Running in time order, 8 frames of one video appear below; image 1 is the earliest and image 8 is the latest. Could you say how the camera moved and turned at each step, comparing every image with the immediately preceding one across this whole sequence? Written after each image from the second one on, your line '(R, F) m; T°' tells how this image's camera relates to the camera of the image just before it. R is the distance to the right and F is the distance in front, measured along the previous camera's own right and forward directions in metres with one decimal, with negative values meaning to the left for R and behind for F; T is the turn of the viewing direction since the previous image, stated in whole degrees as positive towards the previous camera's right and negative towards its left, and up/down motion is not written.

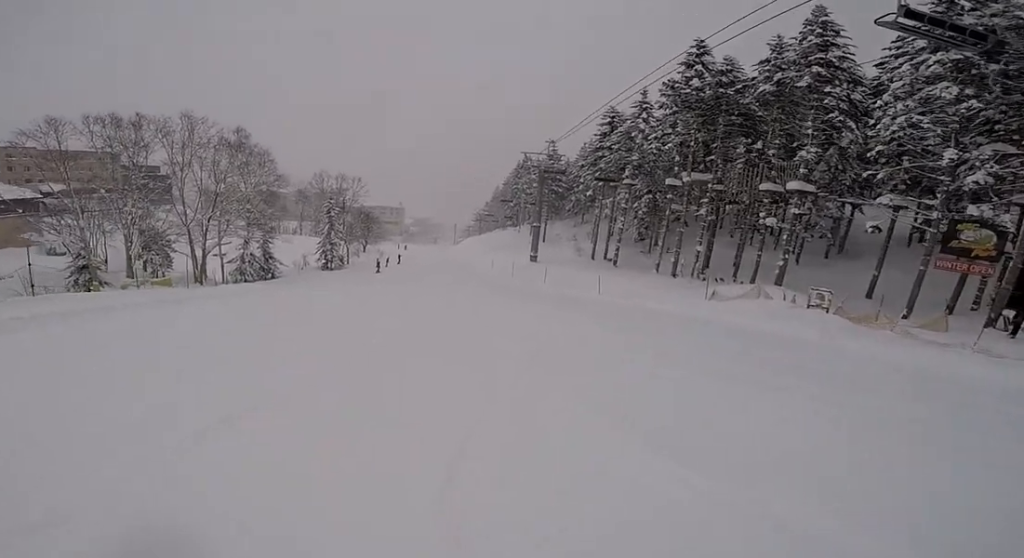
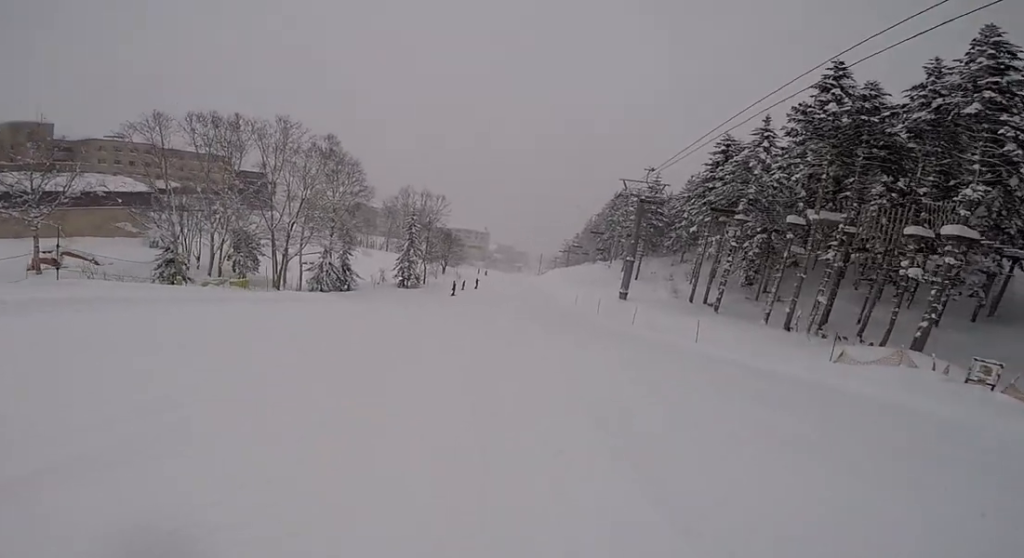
(0.0, +2.3) m; -11°
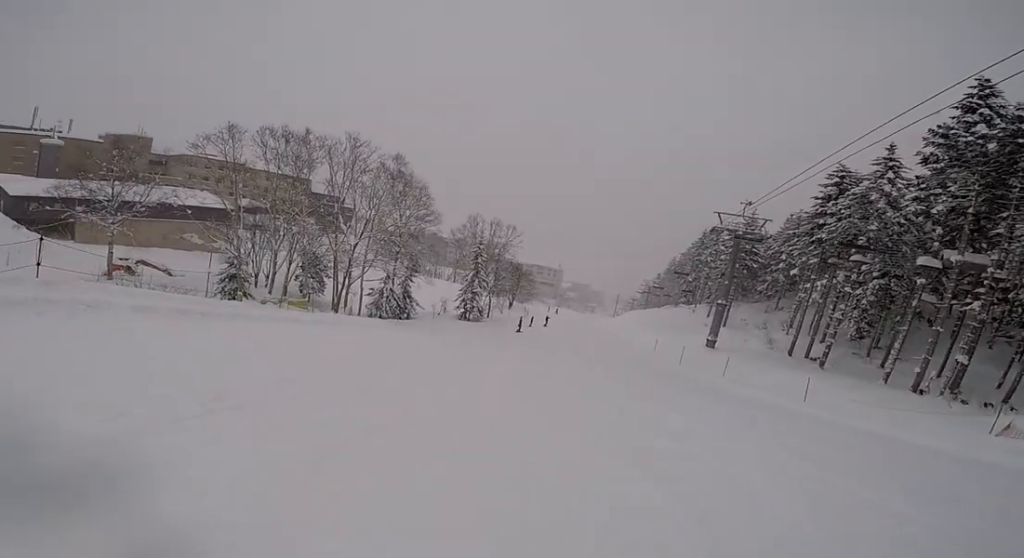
(-0.5, +2.8) m; -4°
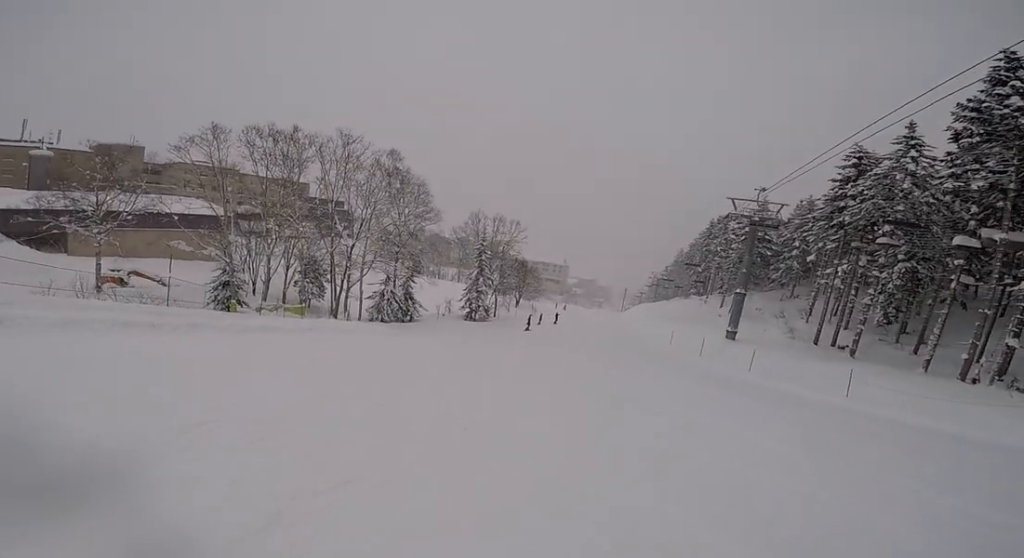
(-0.6, +2.1) m; 0°
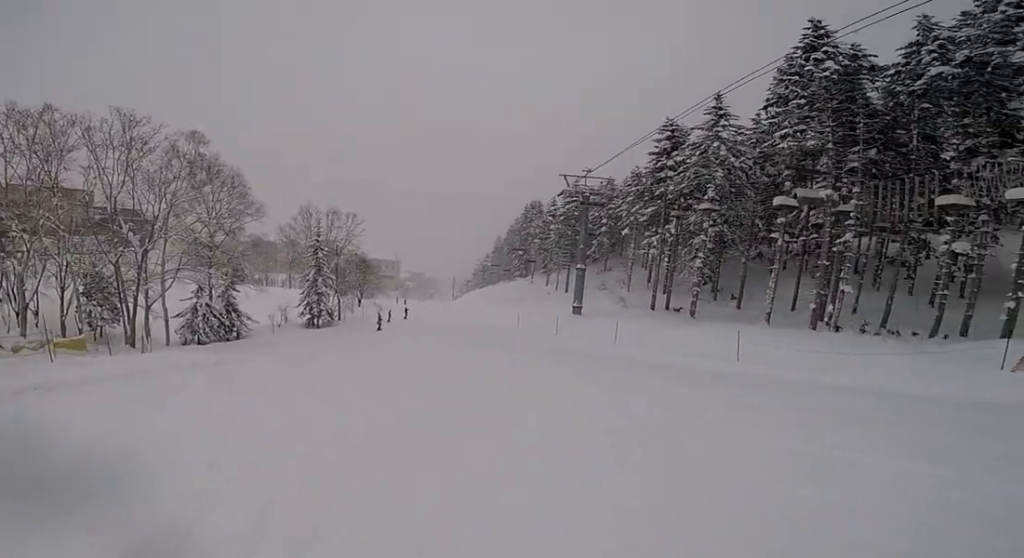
(+1.4, +6.1) m; +17°
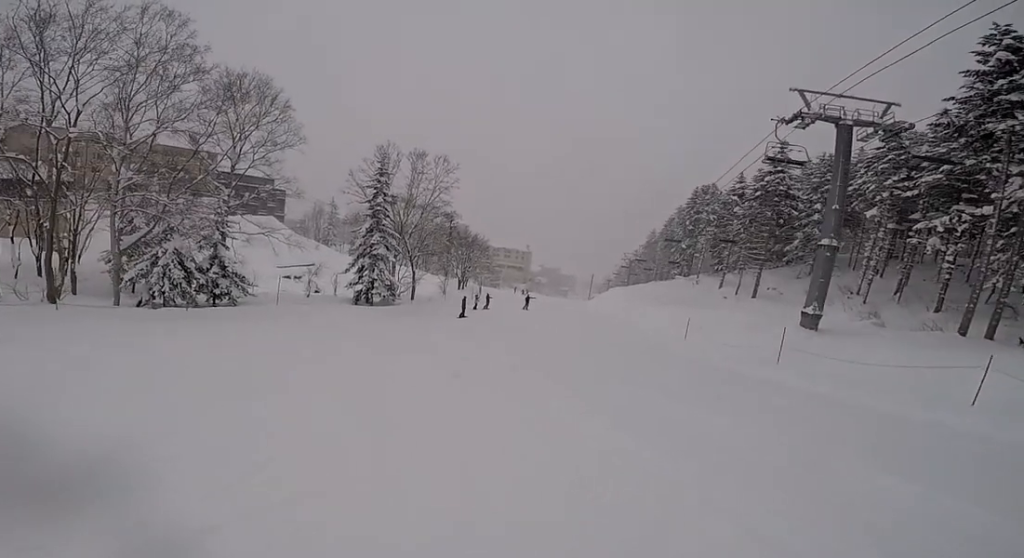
(-0.6, +16.5) m; -17°
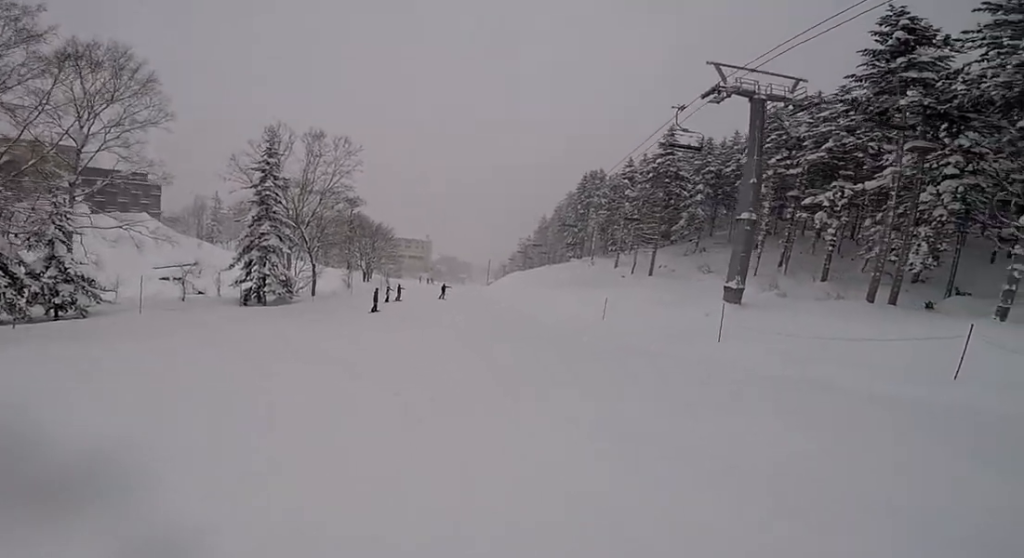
(-0.2, +3.3) m; +4°
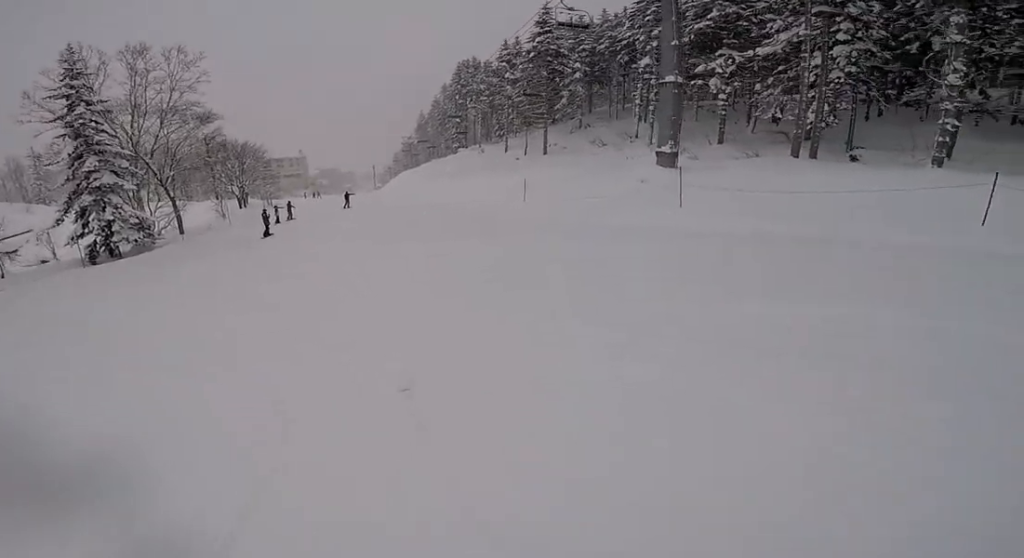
(+0.7, +3.7) m; +12°
